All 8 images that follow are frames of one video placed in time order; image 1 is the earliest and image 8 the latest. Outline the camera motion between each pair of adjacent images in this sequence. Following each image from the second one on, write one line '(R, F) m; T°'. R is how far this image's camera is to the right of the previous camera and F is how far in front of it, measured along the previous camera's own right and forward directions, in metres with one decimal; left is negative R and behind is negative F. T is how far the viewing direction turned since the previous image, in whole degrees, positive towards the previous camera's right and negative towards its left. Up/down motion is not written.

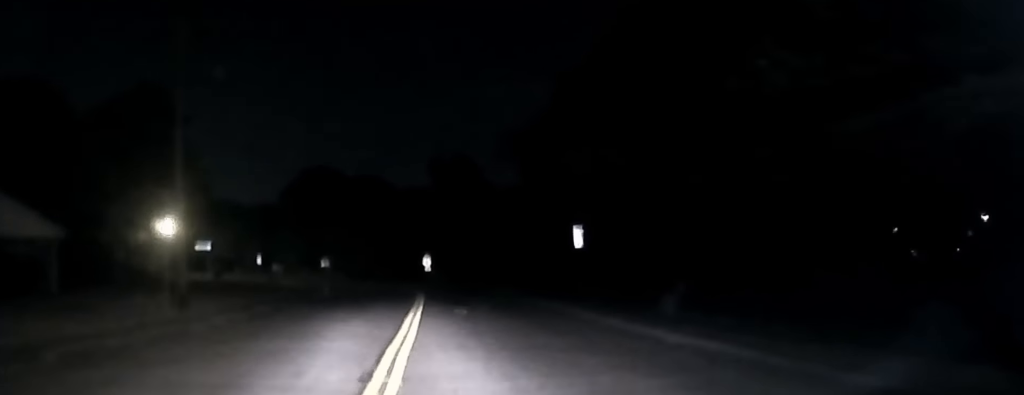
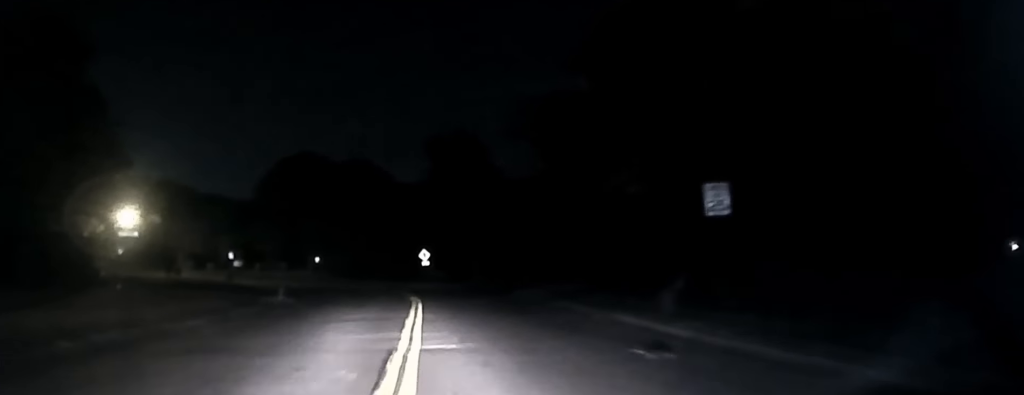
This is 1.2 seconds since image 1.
(-0.1, +19.8) m; 0°
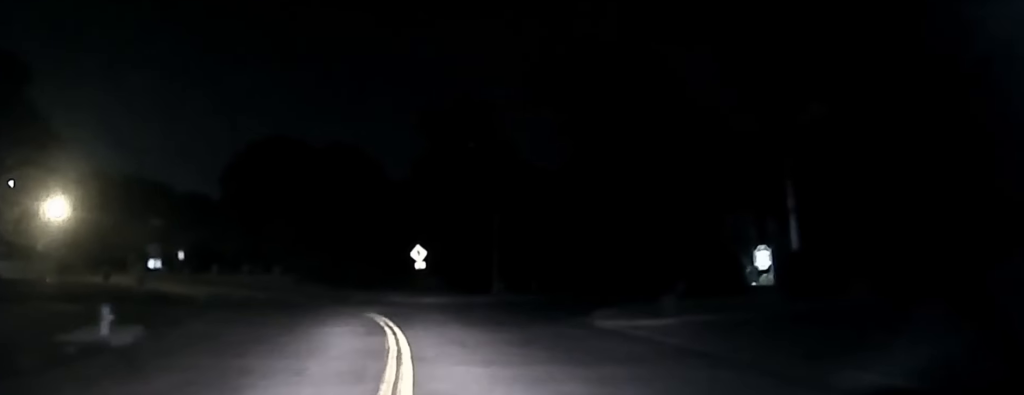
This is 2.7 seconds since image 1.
(+0.1, +23.6) m; -1°
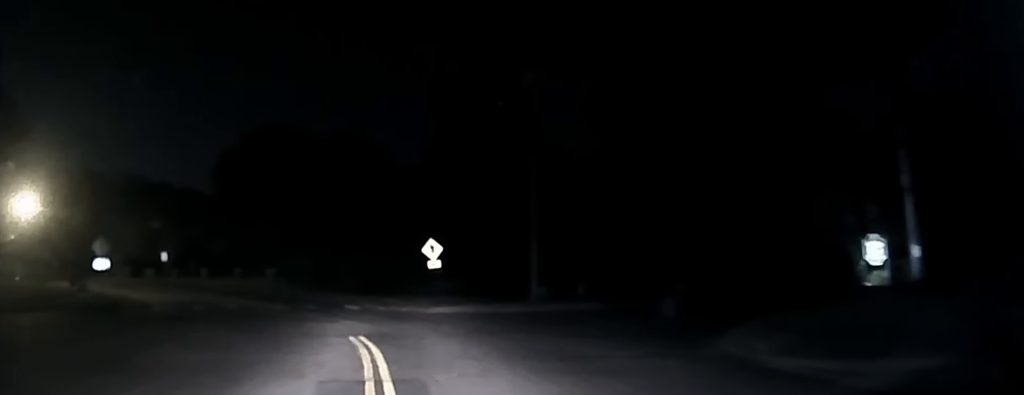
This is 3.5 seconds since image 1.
(-0.1, +10.5) m; -2°
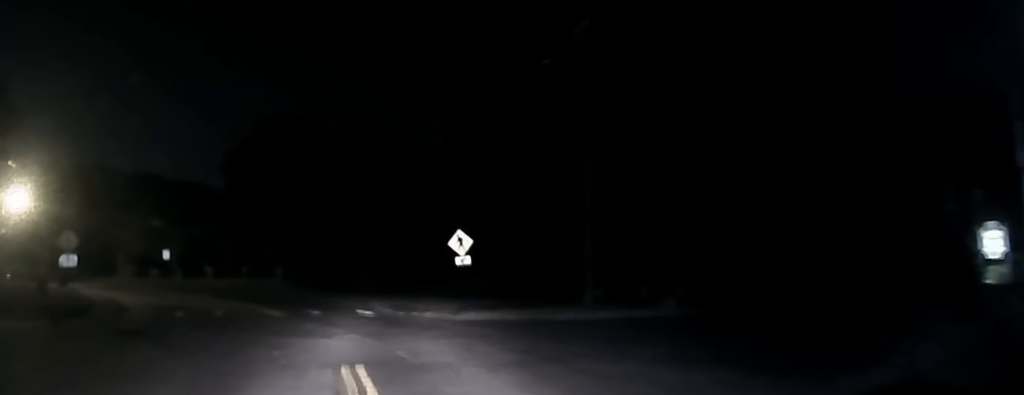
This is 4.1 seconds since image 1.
(-0.3, +6.0) m; -2°
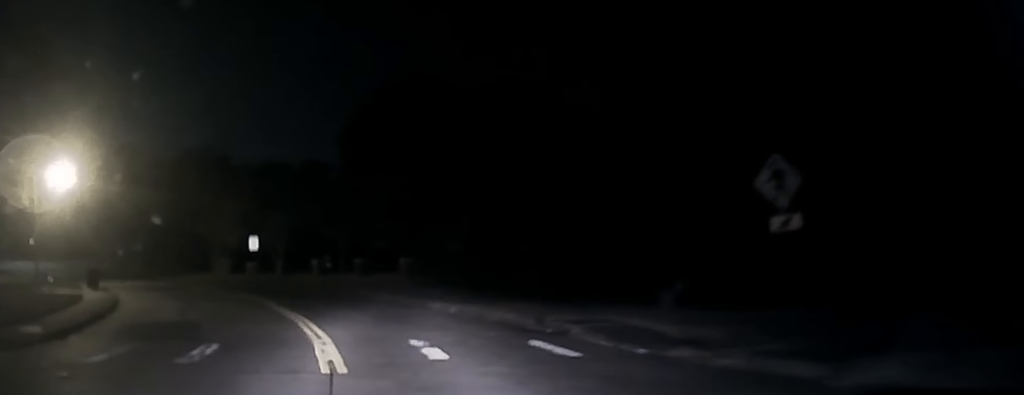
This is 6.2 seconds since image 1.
(-1.4, +17.6) m; -11°
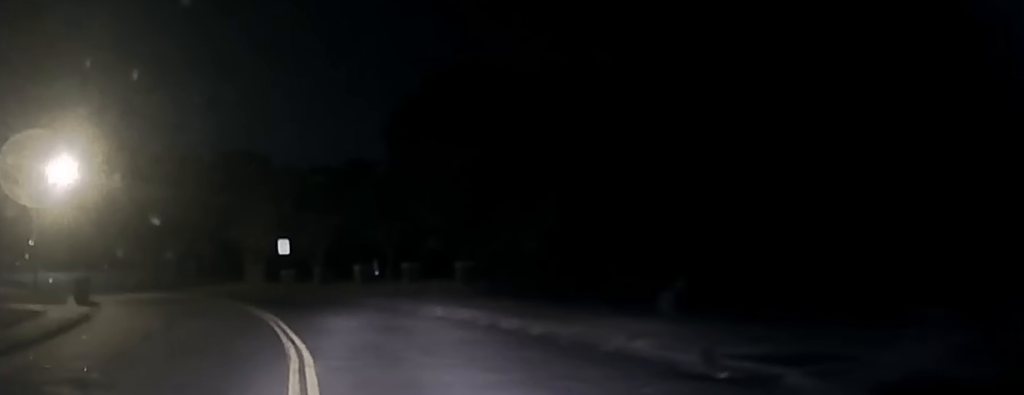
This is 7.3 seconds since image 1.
(-0.4, +7.6) m; -3°
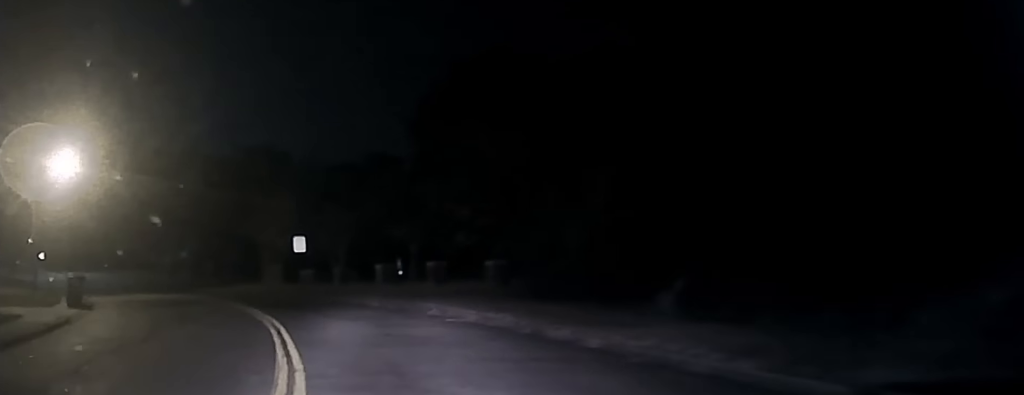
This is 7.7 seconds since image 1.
(0.0, +3.3) m; -1°
